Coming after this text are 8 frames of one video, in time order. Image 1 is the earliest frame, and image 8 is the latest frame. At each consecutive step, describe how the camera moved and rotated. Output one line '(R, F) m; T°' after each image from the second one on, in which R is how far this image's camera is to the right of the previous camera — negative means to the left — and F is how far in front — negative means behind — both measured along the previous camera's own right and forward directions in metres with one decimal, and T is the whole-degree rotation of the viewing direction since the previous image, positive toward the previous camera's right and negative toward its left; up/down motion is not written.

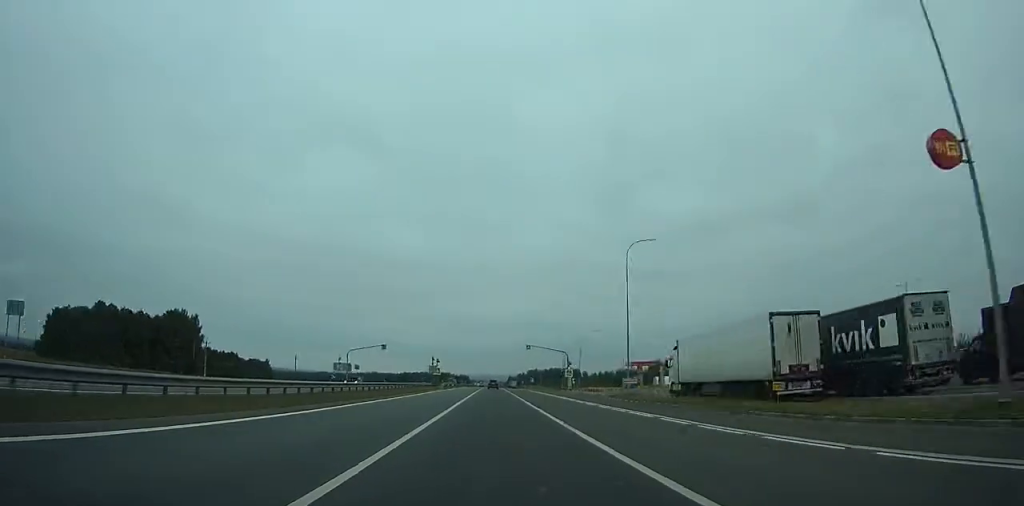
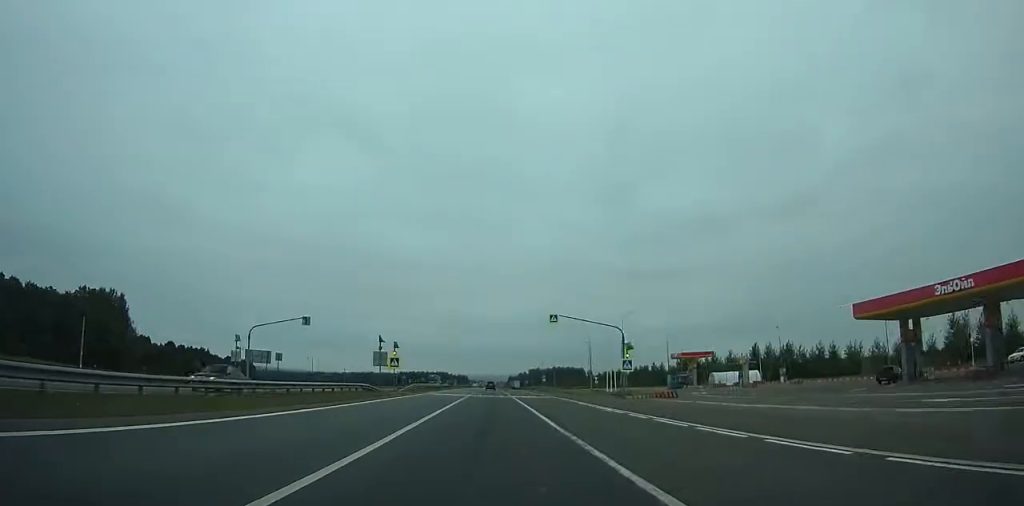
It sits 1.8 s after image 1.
(+0.2, +40.3) m; 0°
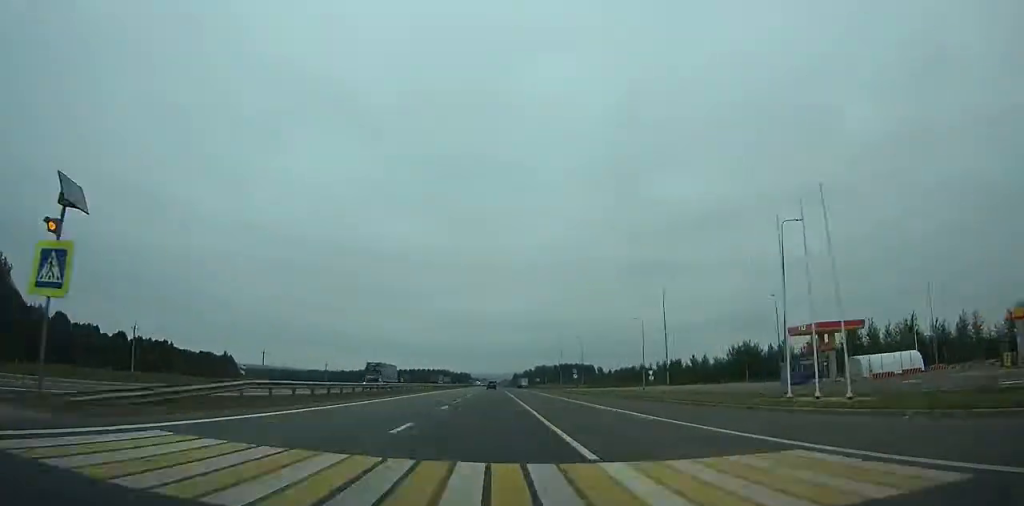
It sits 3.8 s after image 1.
(0.0, +45.3) m; 0°
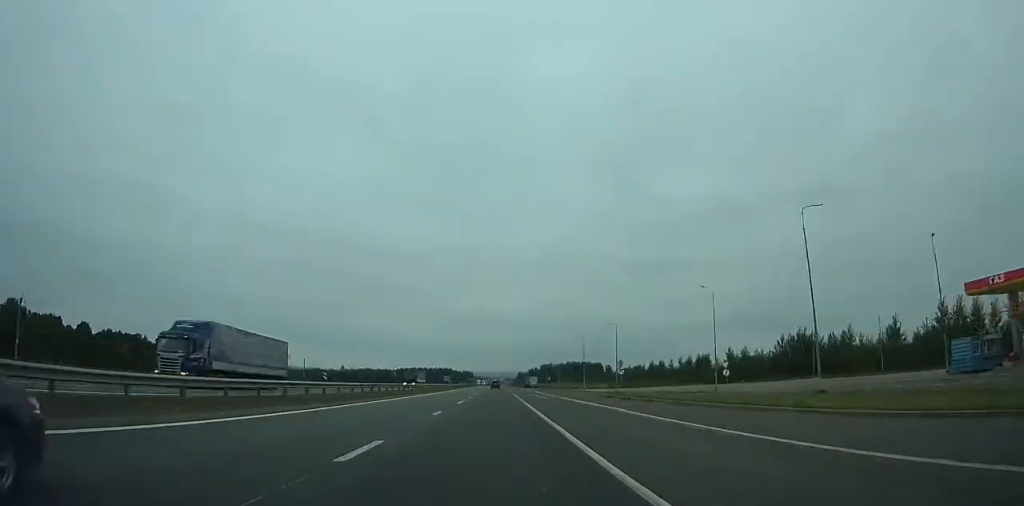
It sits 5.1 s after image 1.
(+0.1, +29.6) m; 0°
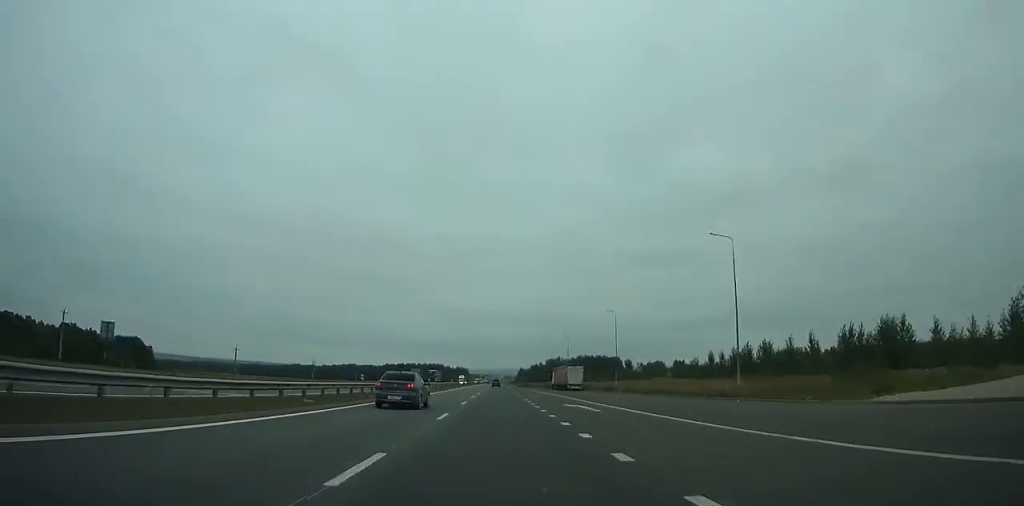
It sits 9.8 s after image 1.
(-0.8, +109.0) m; 0°
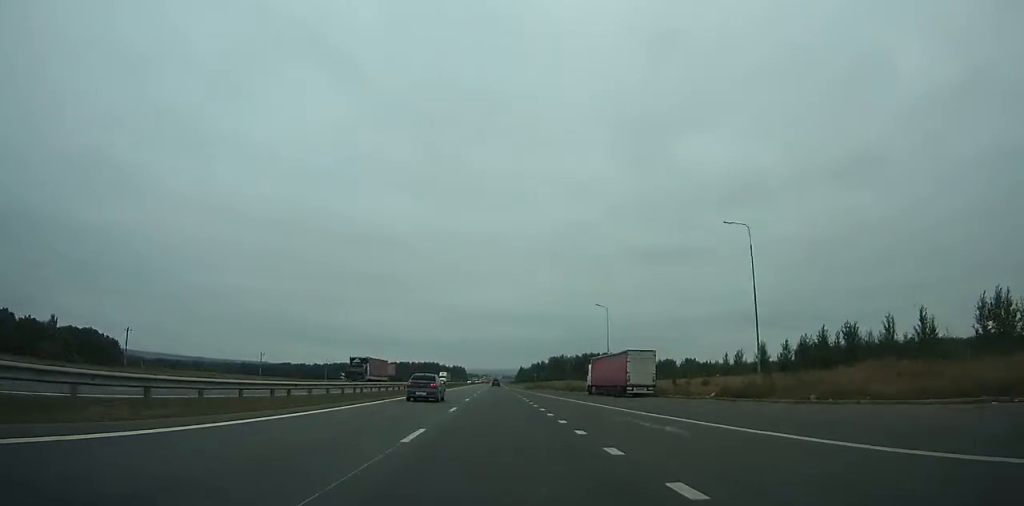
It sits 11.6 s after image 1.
(-0.1, +42.4) m; 0°
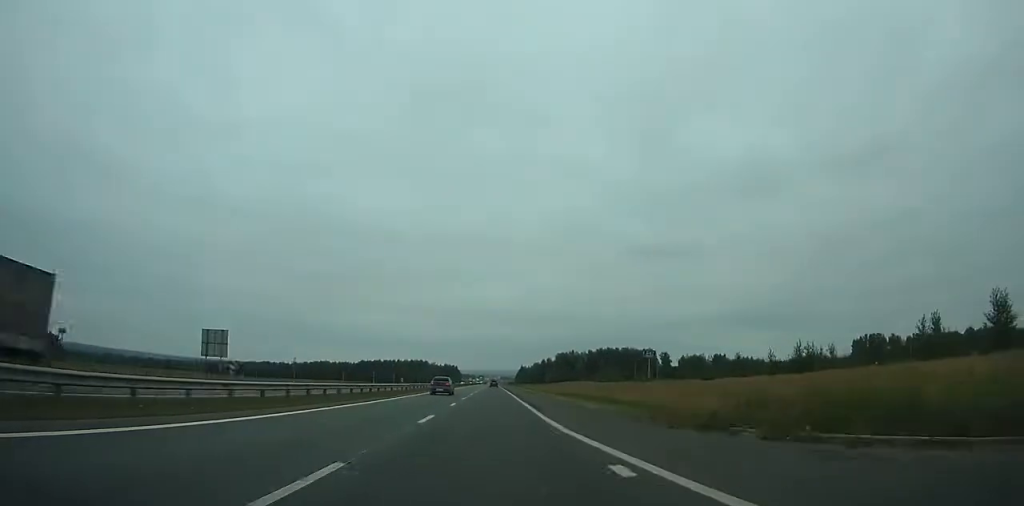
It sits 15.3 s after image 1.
(+0.5, +89.1) m; 0°
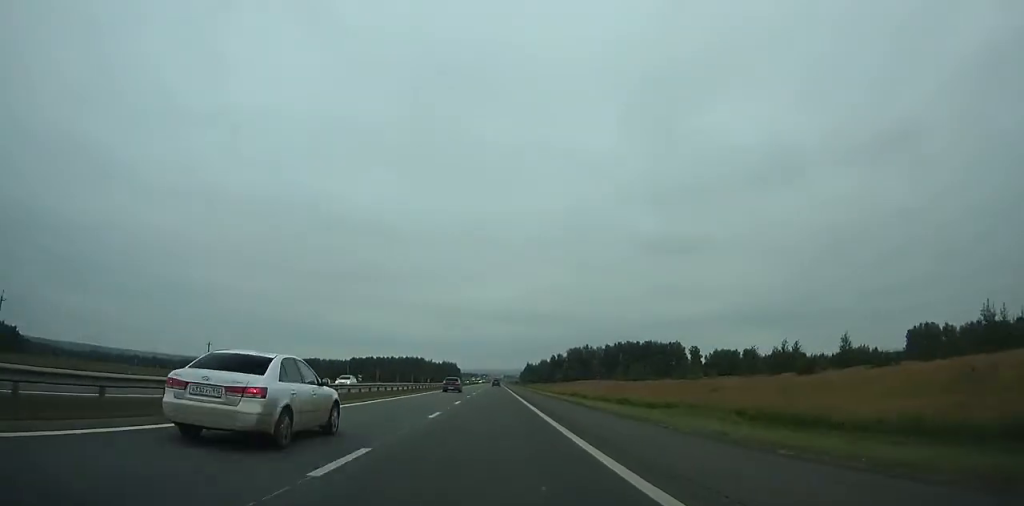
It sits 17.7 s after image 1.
(+0.2, +58.8) m; 0°
